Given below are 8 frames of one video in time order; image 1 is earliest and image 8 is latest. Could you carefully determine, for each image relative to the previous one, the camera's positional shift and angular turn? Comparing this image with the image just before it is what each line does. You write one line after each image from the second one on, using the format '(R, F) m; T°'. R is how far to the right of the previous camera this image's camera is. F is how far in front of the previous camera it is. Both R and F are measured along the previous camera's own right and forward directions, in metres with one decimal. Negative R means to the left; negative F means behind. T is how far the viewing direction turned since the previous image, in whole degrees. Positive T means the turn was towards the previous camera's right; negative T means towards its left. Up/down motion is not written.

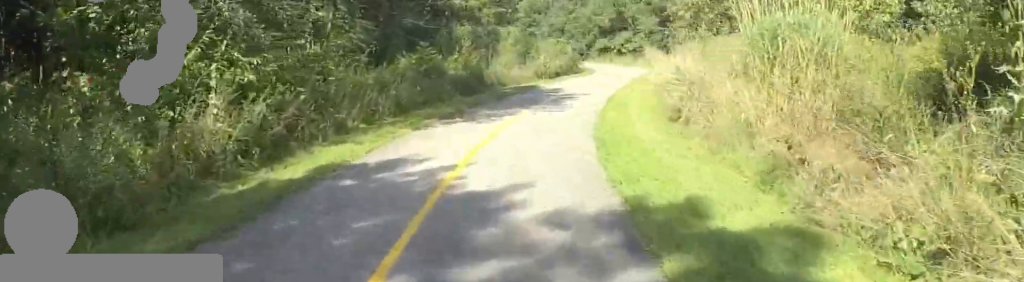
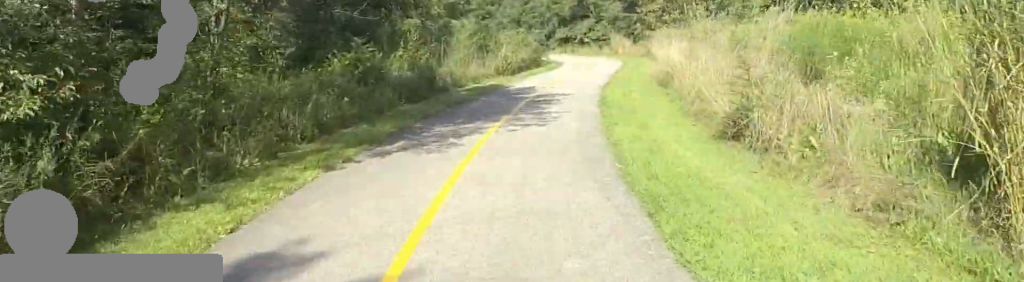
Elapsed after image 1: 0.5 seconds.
(+0.1, +3.5) m; +8°
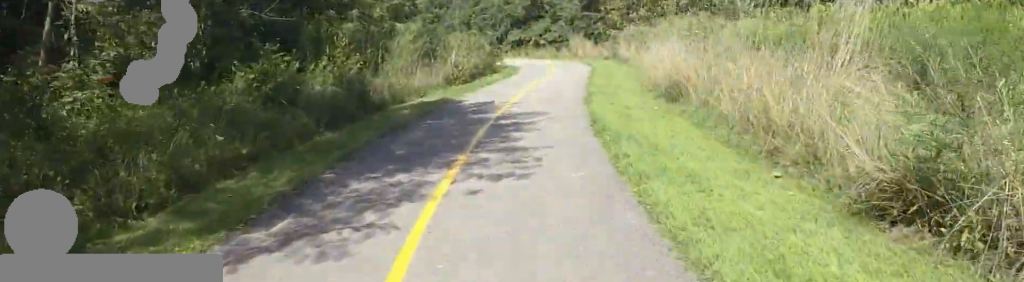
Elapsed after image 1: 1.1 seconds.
(-0.3, +3.2) m; +8°
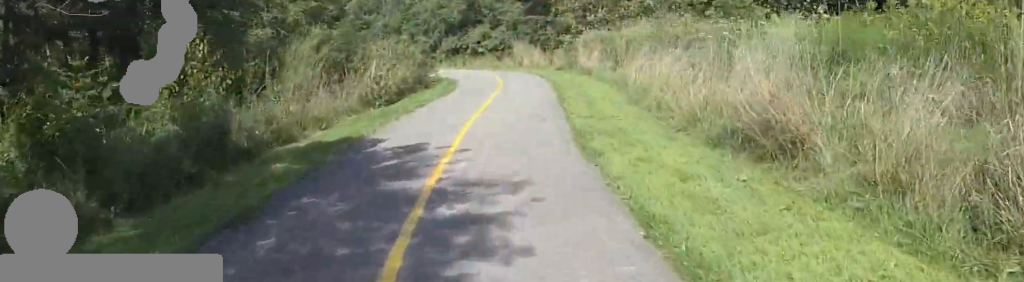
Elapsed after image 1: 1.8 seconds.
(+1.0, +4.1) m; +2°
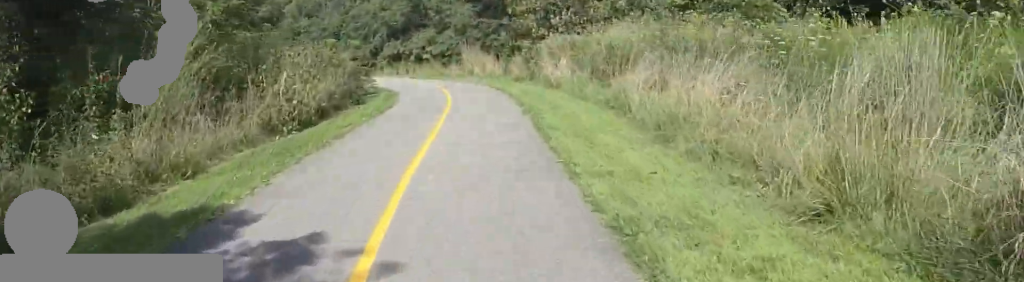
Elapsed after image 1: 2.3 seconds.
(+0.4, +3.3) m; 0°
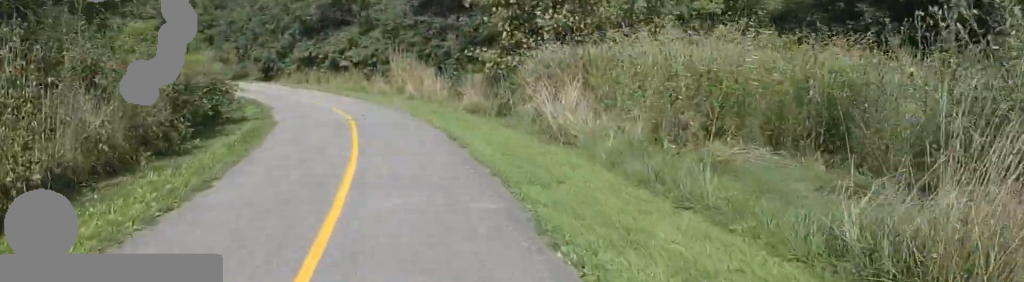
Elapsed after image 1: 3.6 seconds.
(-0.7, +7.3) m; 0°
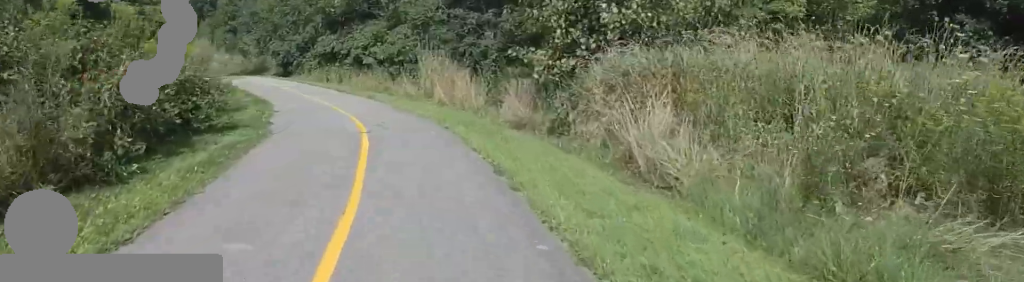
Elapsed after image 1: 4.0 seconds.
(+0.7, +2.4) m; 0°
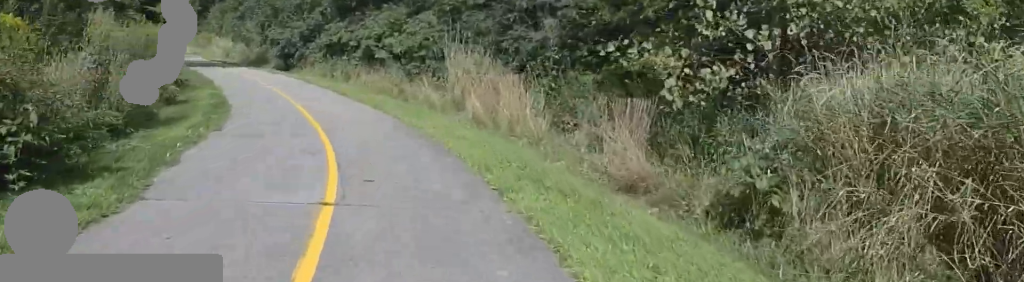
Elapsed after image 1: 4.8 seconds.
(-0.8, +4.9) m; -10°
